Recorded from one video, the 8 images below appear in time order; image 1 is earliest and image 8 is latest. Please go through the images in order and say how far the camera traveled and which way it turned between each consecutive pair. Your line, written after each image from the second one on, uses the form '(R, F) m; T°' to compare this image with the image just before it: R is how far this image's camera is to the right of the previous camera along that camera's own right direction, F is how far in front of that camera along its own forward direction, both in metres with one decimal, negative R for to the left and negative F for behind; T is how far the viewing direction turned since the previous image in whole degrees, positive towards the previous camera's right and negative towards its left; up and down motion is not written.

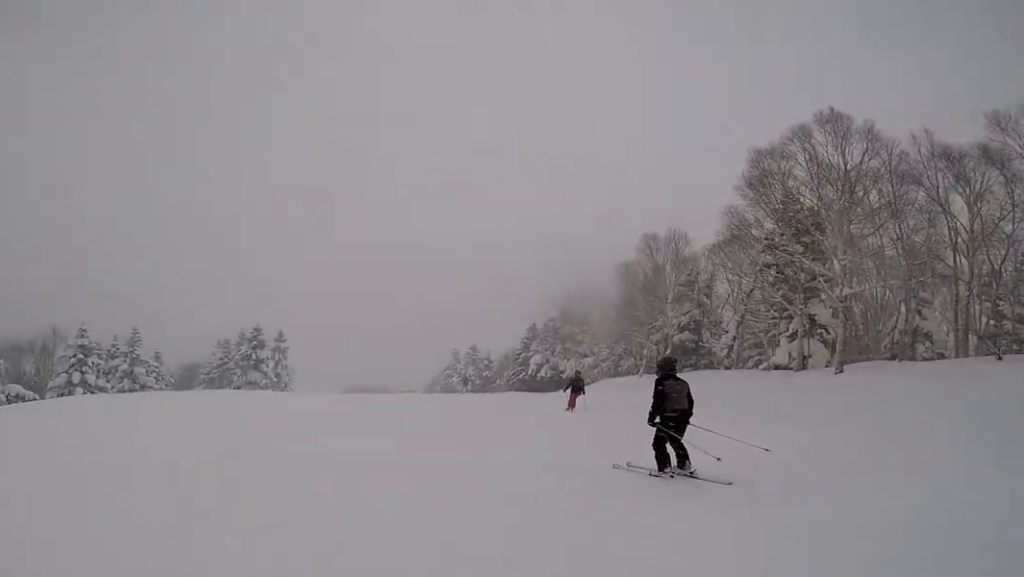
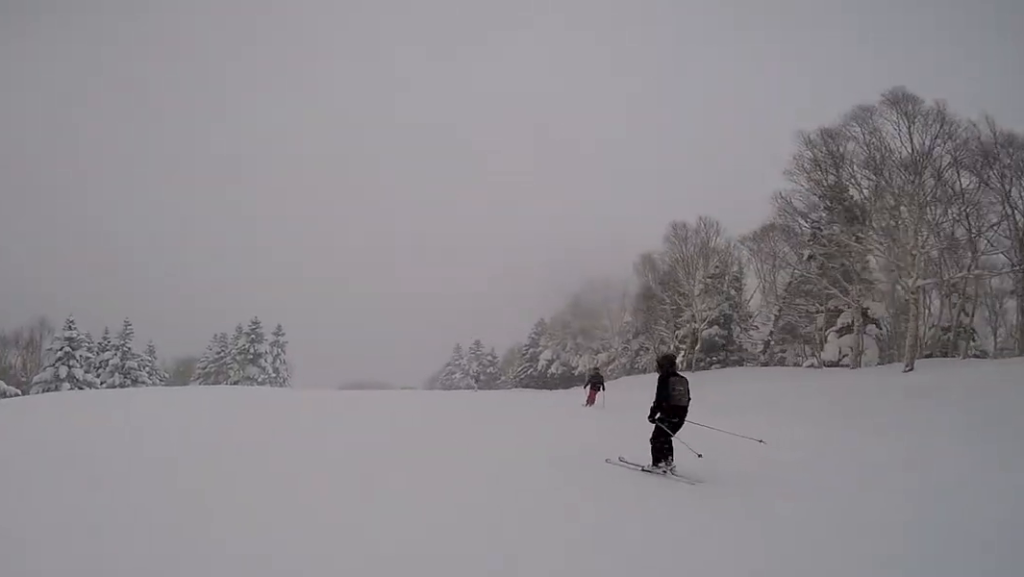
(+0.4, +2.3) m; 0°
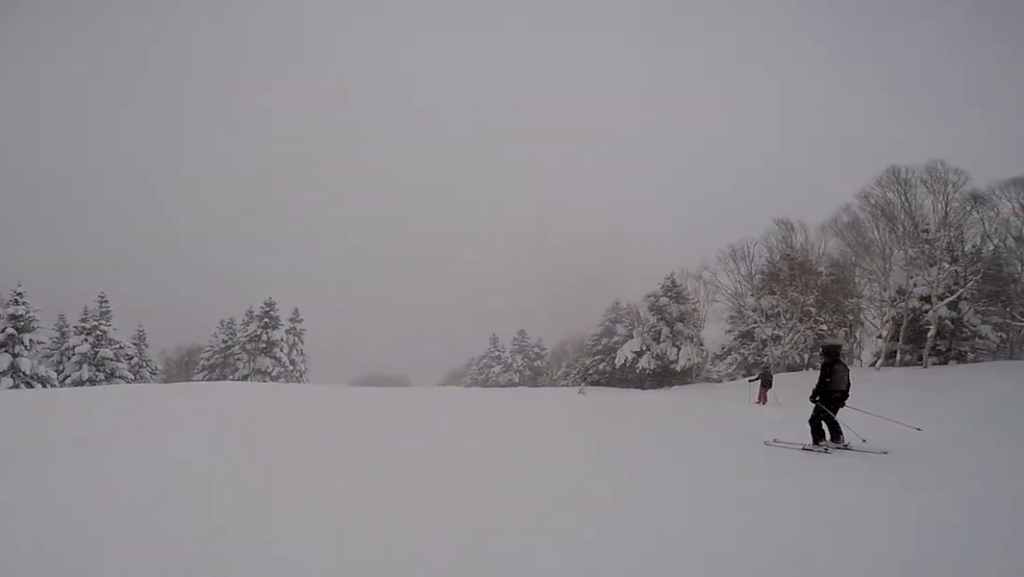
(+0.3, +9.7) m; +5°
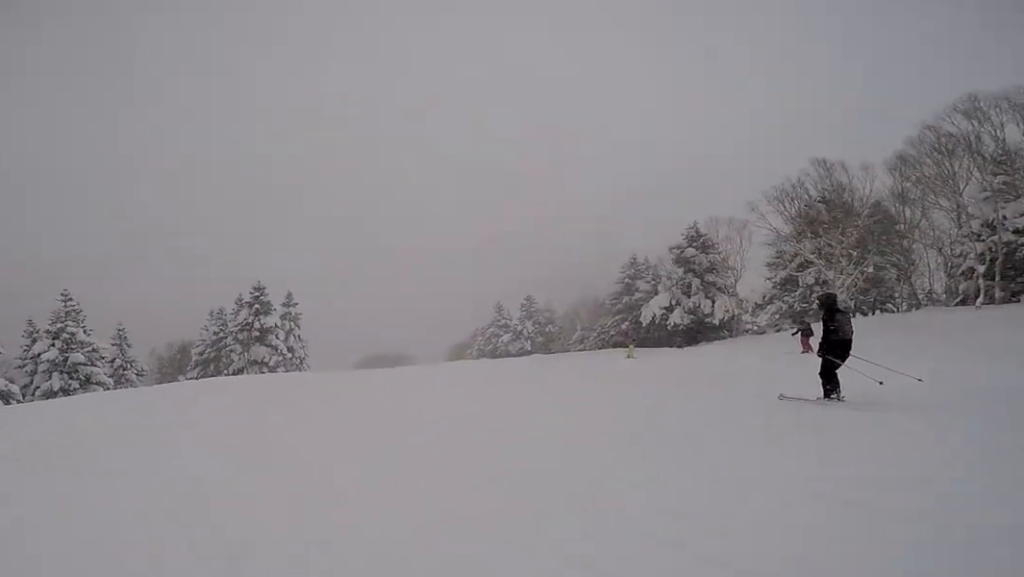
(-0.6, +3.6) m; +5°
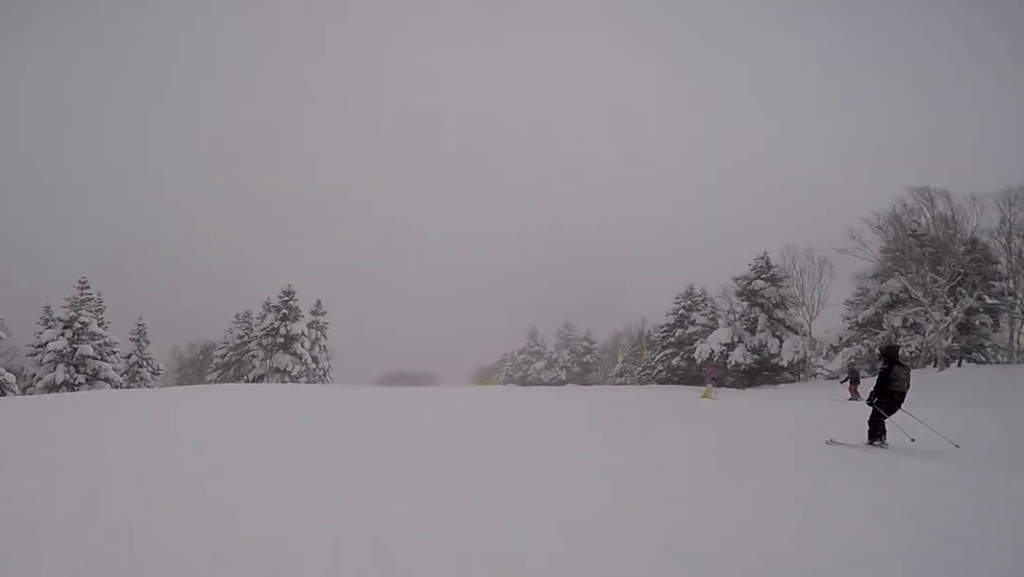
(+1.0, +2.6) m; +11°
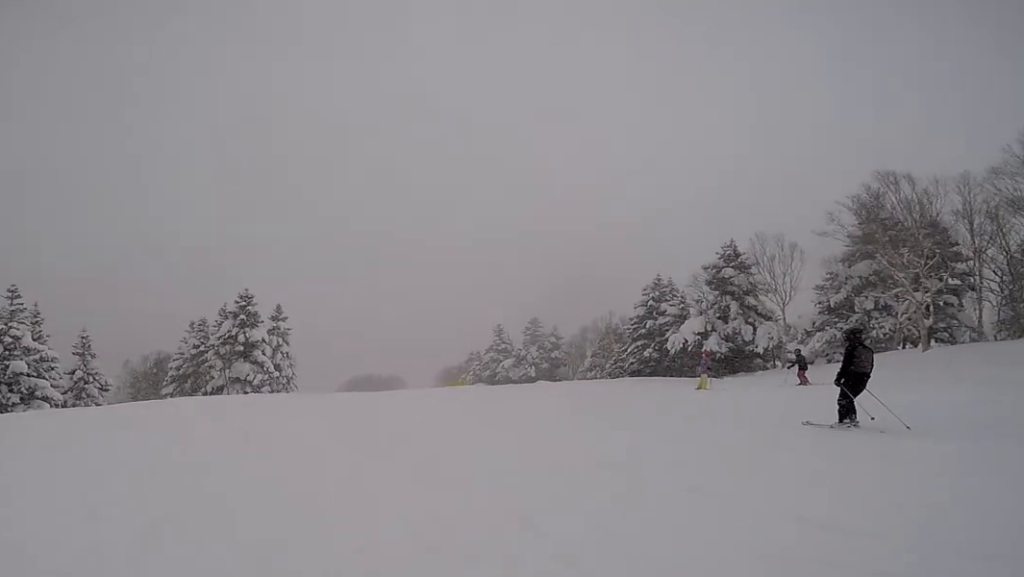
(-0.1, +1.9) m; -4°
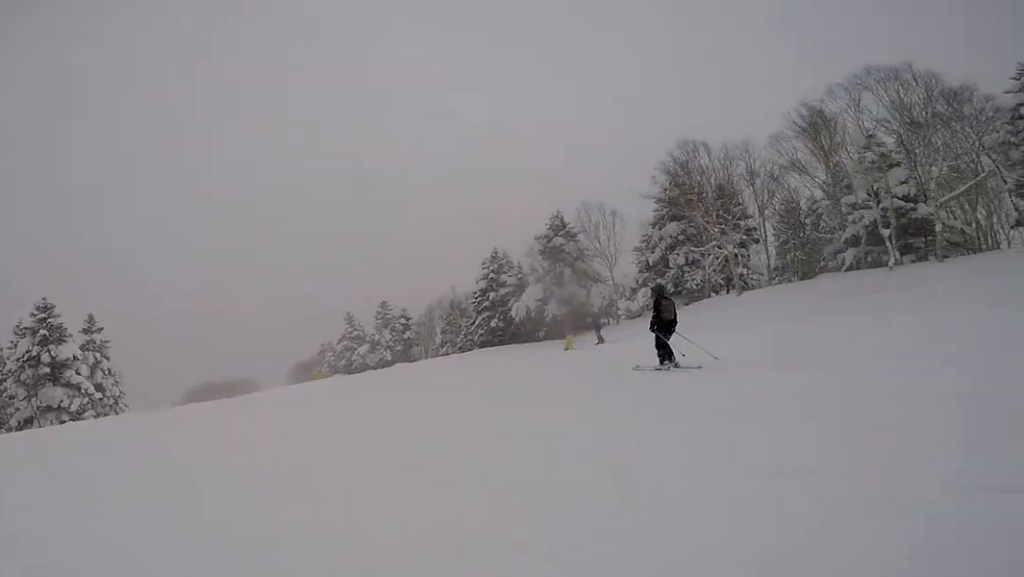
(-0.1, +2.3) m; -9°
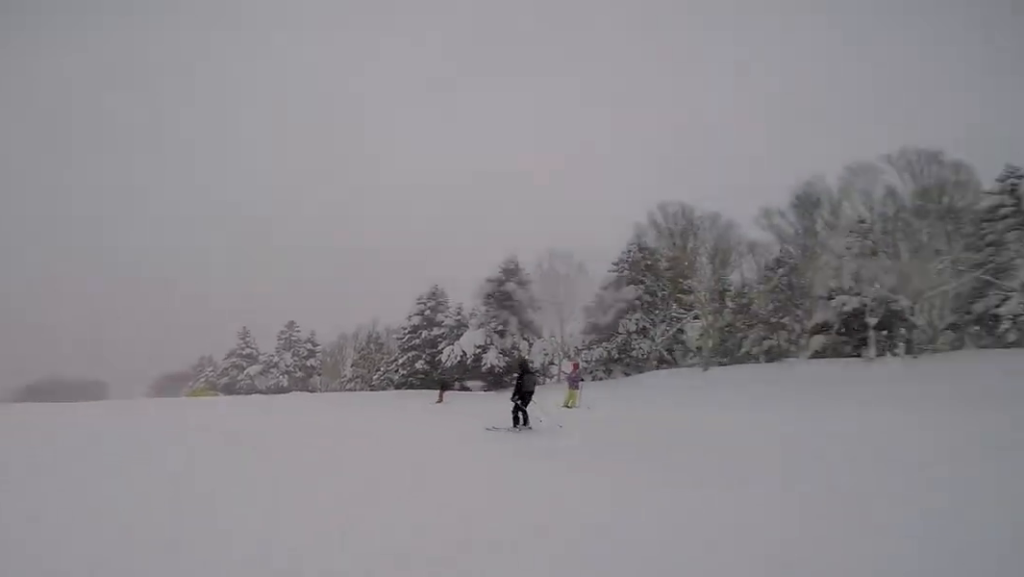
(-0.3, +5.1) m; +11°
